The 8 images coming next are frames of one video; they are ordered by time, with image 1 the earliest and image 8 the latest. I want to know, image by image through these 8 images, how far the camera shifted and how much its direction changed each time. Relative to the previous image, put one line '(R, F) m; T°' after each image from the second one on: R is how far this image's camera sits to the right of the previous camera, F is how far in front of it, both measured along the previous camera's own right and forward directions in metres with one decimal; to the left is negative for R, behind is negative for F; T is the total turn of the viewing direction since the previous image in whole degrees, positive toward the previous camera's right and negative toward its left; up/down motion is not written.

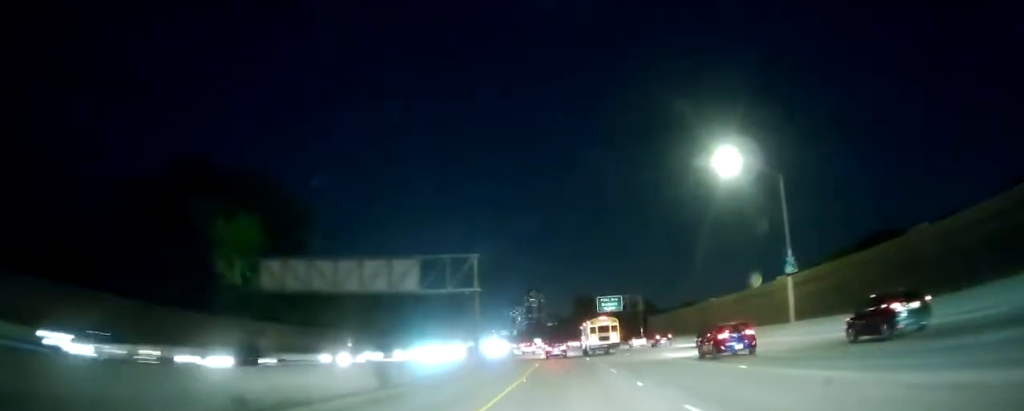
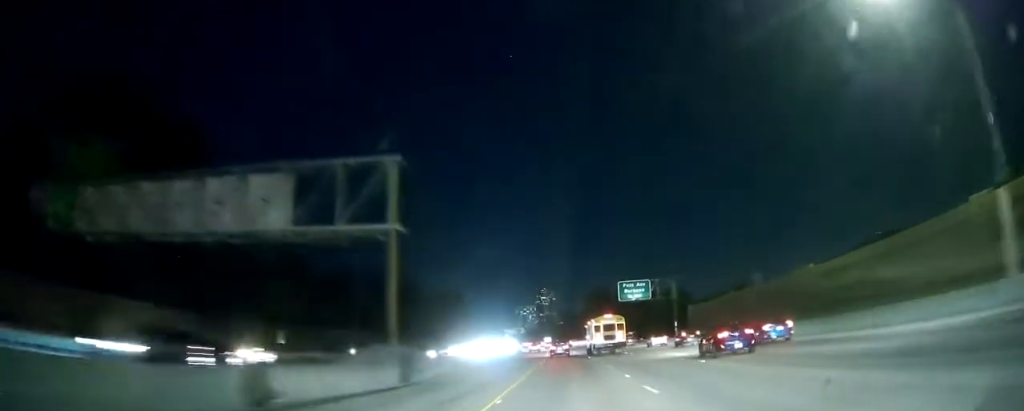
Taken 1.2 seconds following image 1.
(-0.1, +25.0) m; -1°
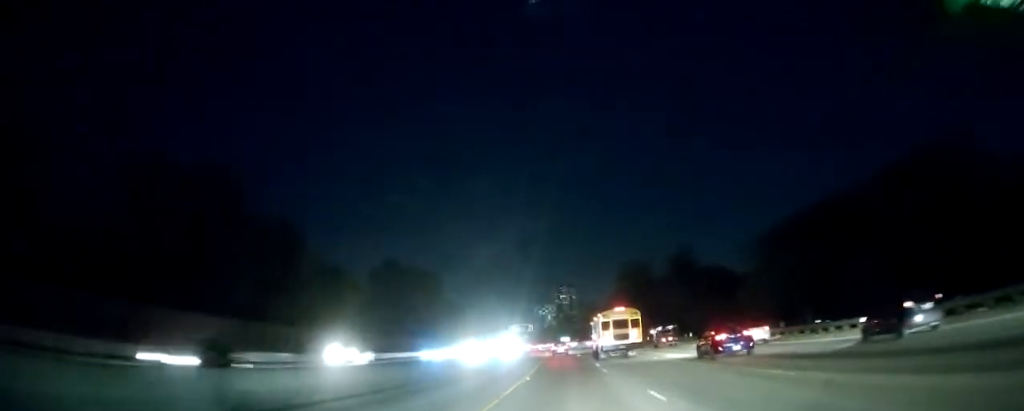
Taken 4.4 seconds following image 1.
(-2.0, +71.6) m; -3°
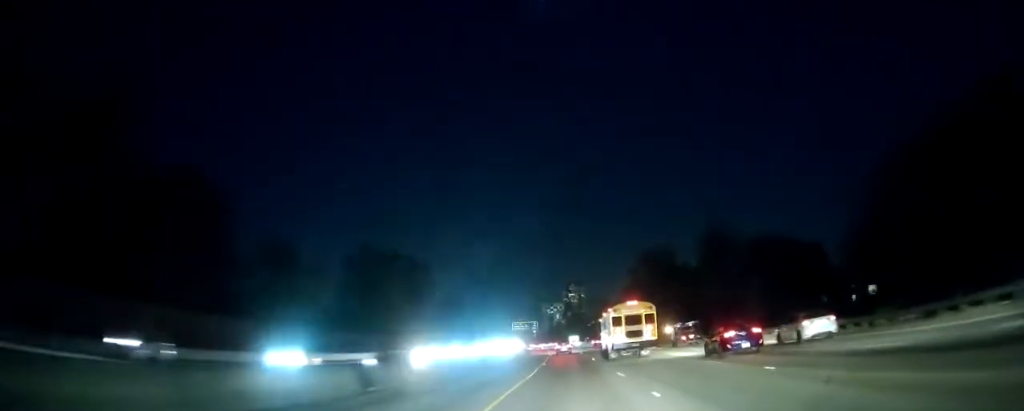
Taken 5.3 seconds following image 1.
(+0.8, +19.8) m; +1°
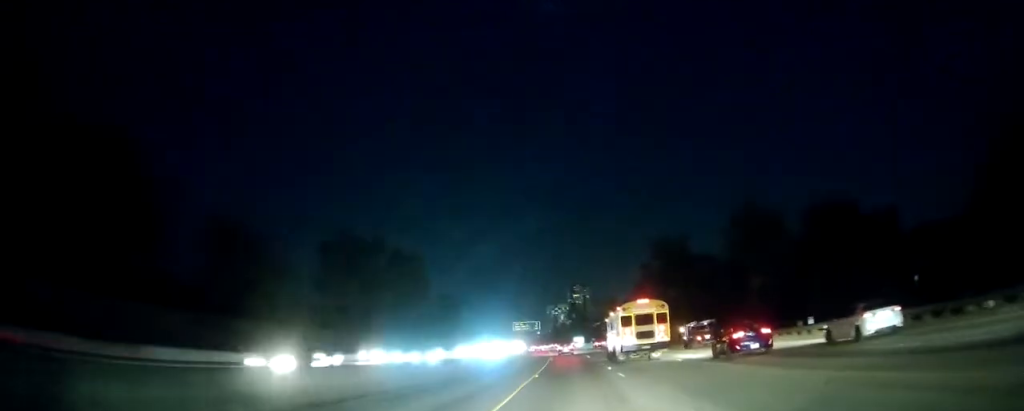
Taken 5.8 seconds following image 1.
(0.0, +13.8) m; 0°
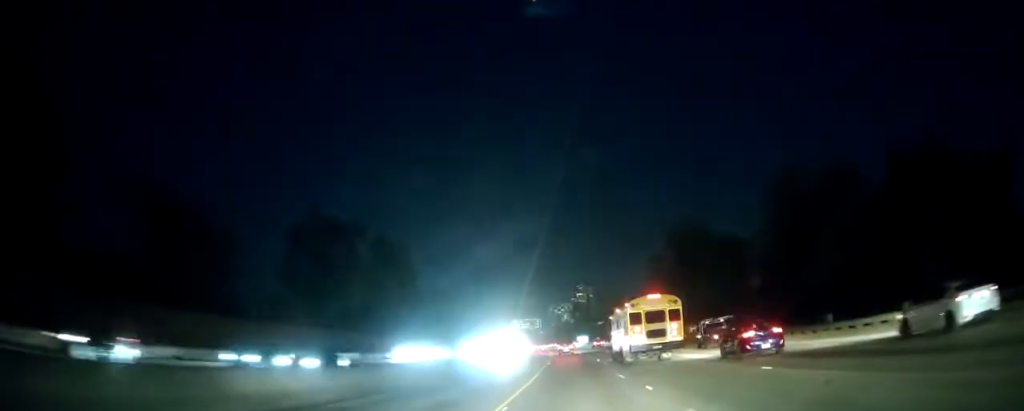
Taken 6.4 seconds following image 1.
(-0.3, +13.9) m; -1°
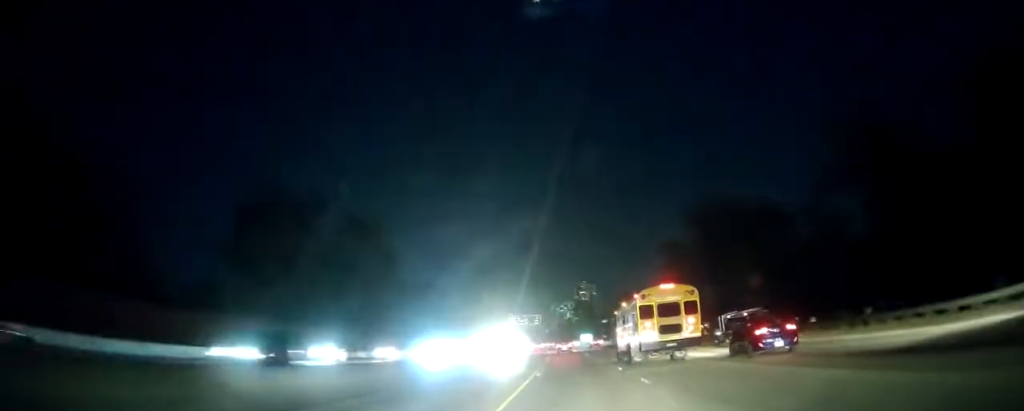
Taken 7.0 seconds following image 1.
(0.0, +15.9) m; -1°
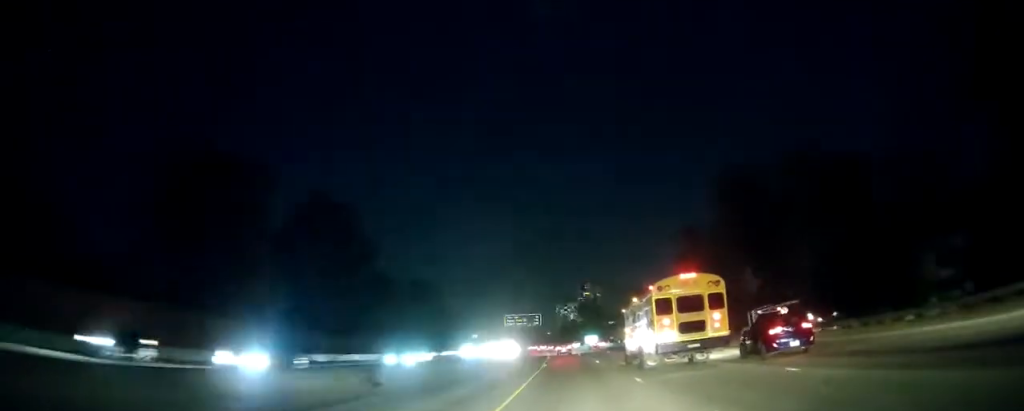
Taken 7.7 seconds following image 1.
(0.0, +17.0) m; -1°
